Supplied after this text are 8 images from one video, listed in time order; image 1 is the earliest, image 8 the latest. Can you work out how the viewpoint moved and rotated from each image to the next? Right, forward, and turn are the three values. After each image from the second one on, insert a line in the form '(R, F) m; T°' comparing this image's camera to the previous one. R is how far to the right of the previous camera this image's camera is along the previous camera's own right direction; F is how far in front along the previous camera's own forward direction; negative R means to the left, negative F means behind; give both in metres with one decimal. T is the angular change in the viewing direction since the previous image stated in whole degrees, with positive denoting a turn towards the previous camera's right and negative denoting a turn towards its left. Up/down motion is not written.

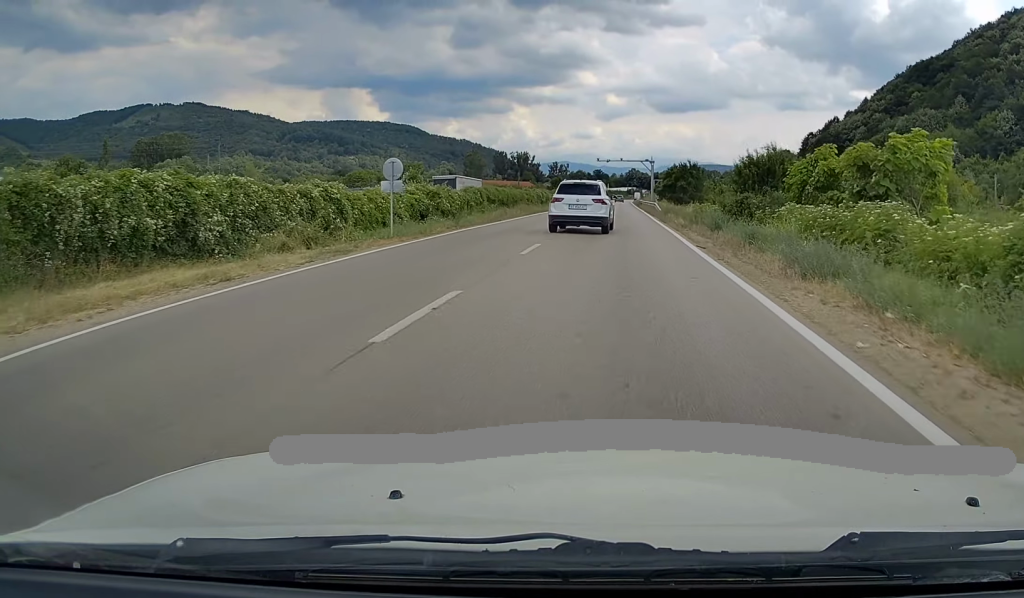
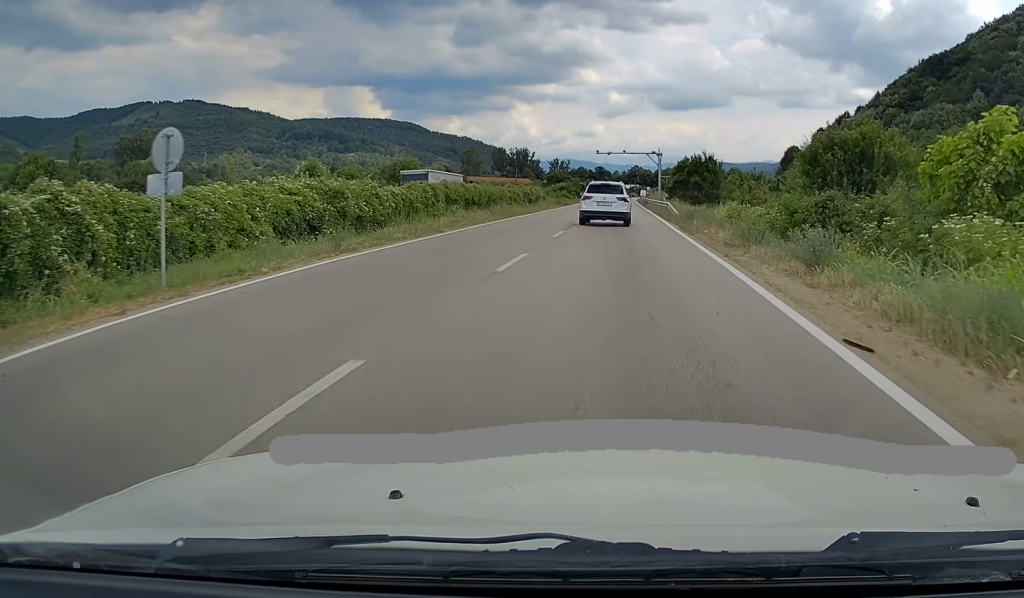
(+0.1, +12.7) m; 0°
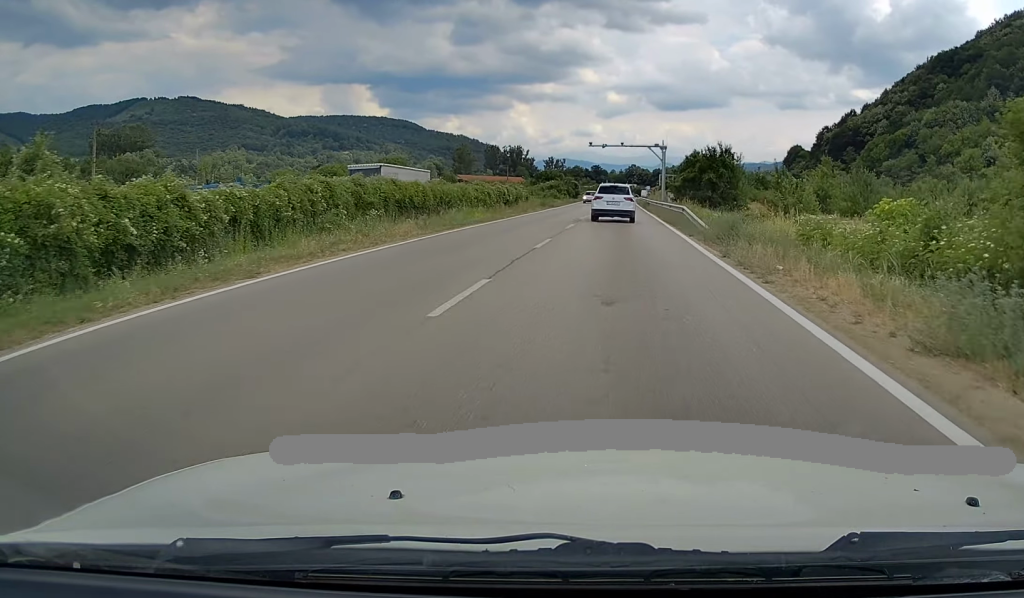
(0.0, +12.9) m; 0°
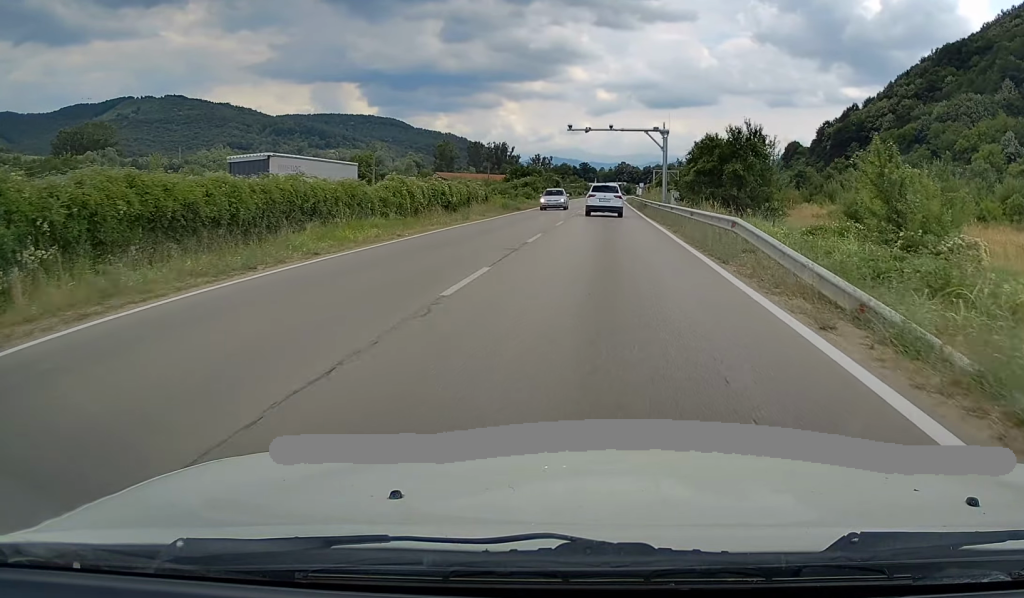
(-0.1, +16.7) m; 0°
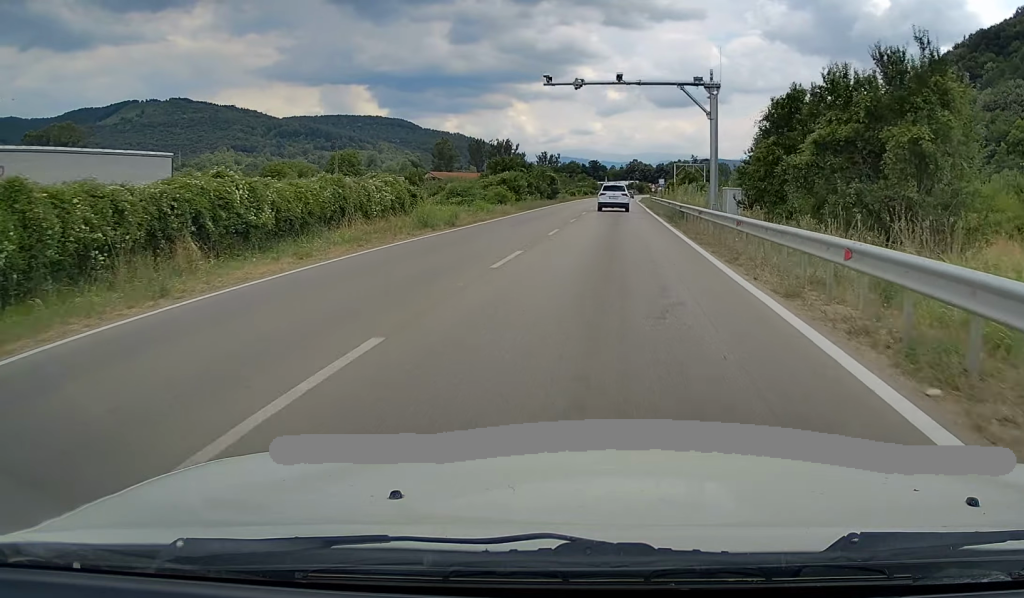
(+0.1, +23.8) m; 0°
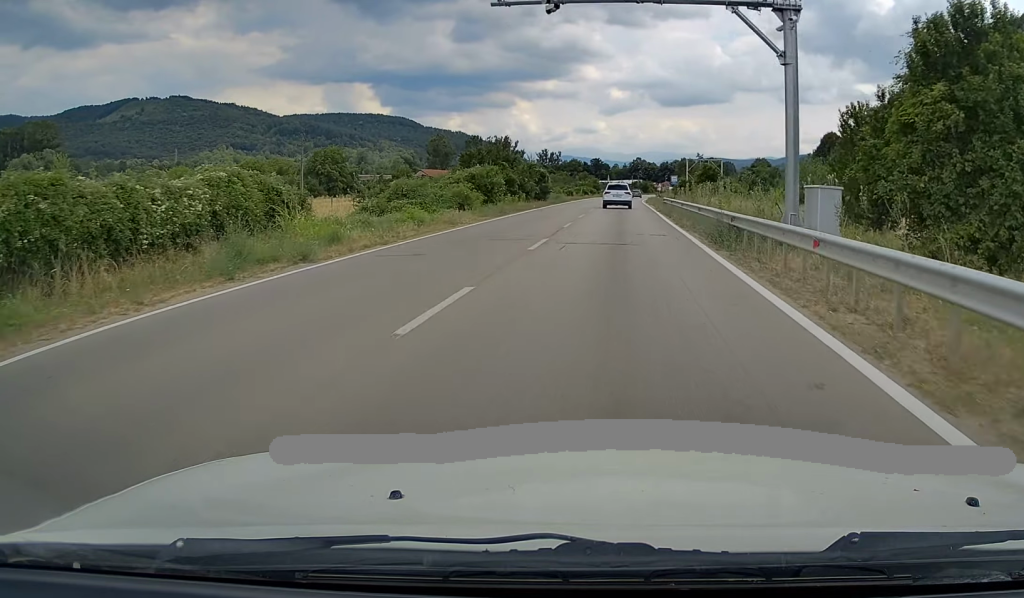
(0.0, +14.1) m; 0°
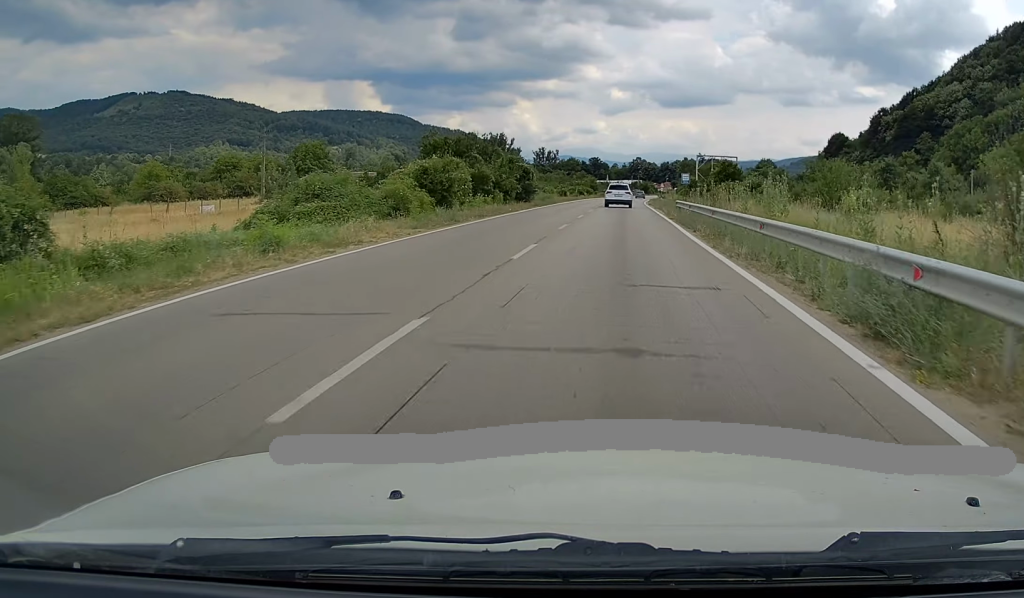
(0.0, +11.5) m; 0°
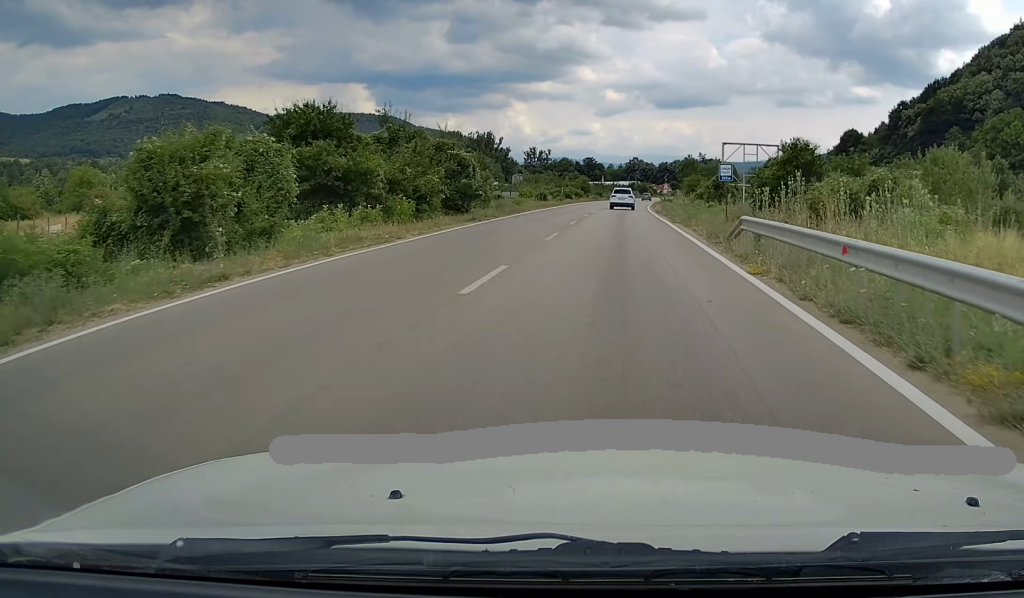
(0.0, +21.6) m; 0°
